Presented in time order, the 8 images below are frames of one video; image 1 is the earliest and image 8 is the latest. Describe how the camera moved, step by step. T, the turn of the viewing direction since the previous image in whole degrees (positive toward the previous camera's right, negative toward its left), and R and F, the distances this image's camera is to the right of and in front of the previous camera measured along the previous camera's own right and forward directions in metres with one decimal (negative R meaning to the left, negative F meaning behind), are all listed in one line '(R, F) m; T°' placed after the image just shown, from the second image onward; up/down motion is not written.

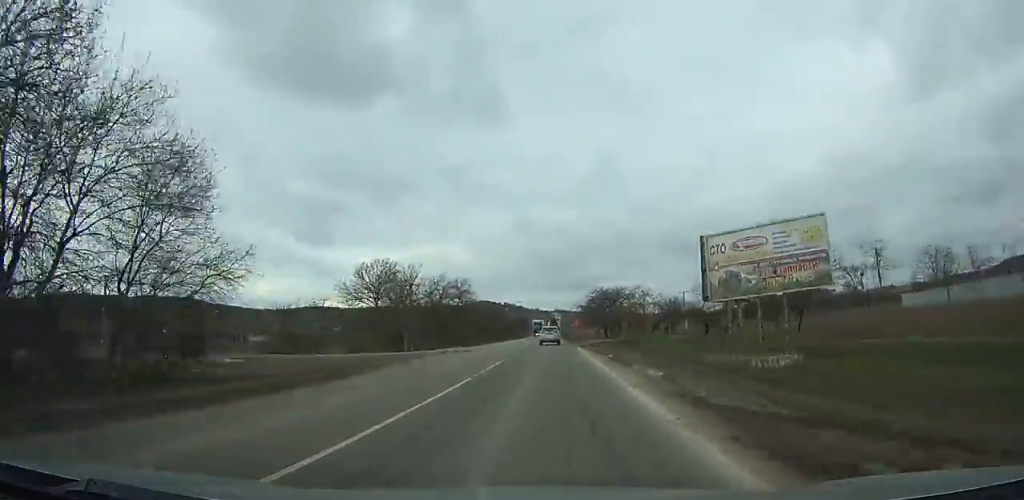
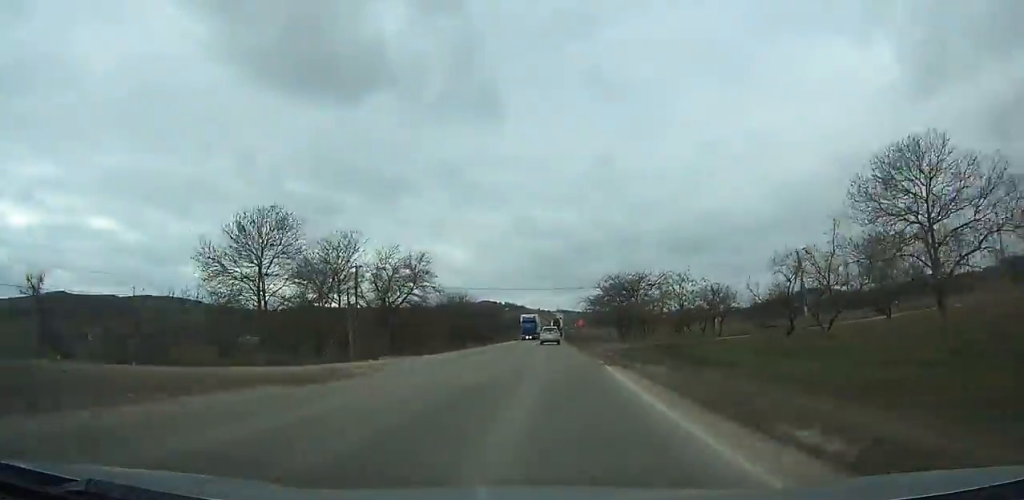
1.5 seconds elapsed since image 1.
(-0.2, +24.6) m; 0°
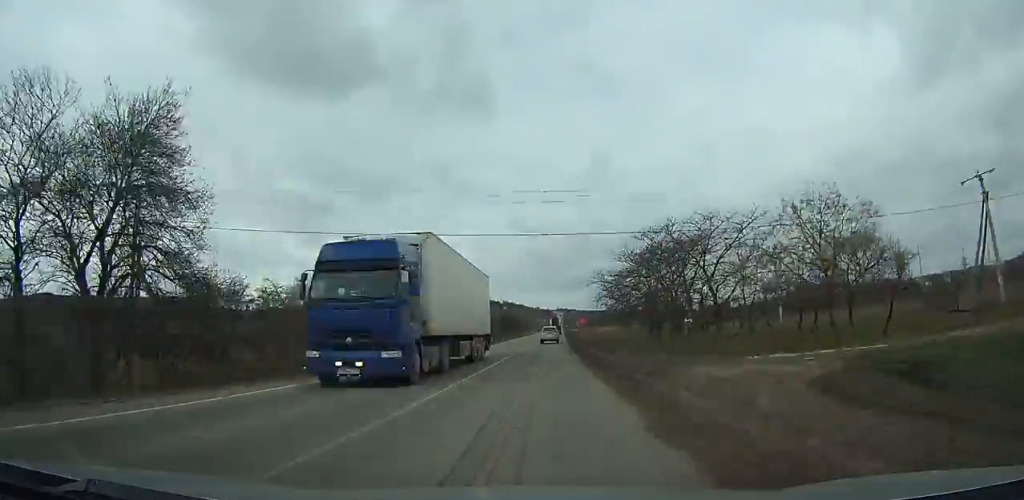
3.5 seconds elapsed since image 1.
(0.0, +34.9) m; 0°
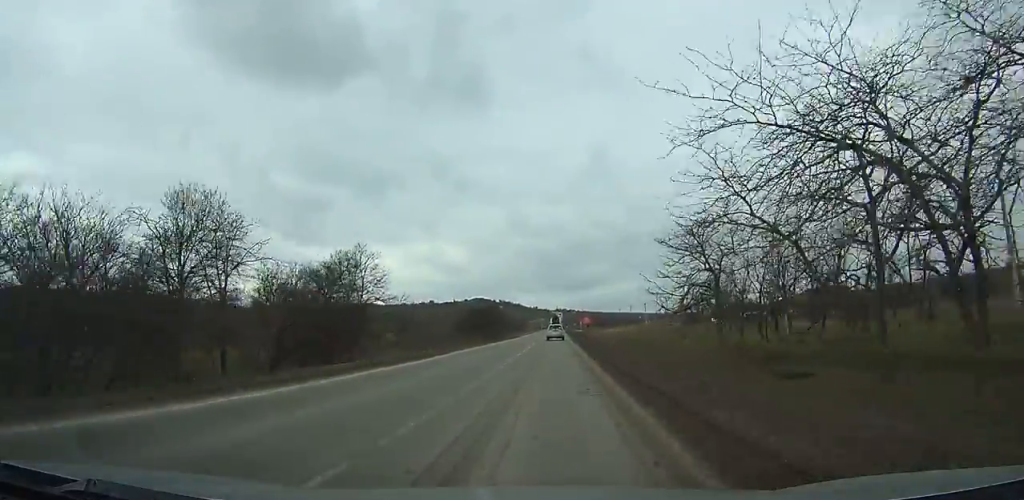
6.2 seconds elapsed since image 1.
(-0.2, +46.0) m; 0°
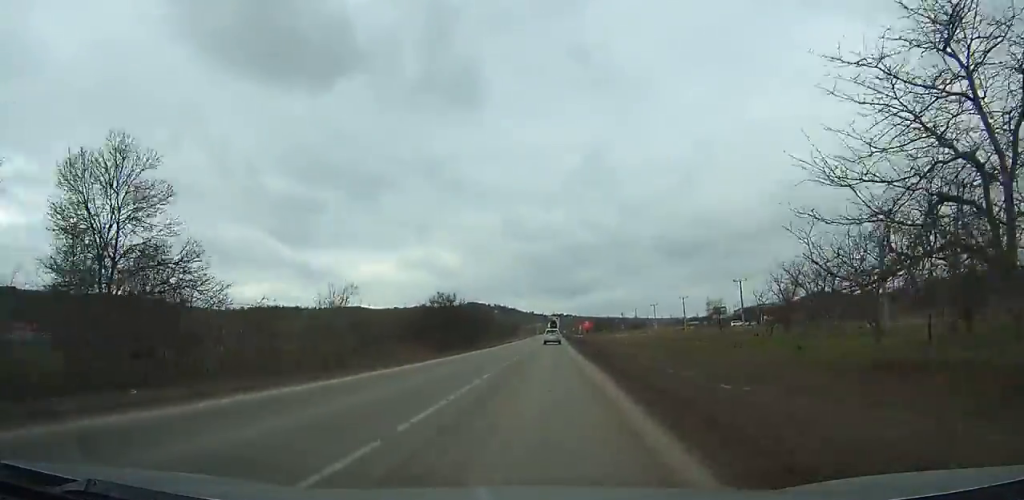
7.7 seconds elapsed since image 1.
(+0.1, +27.0) m; 0°
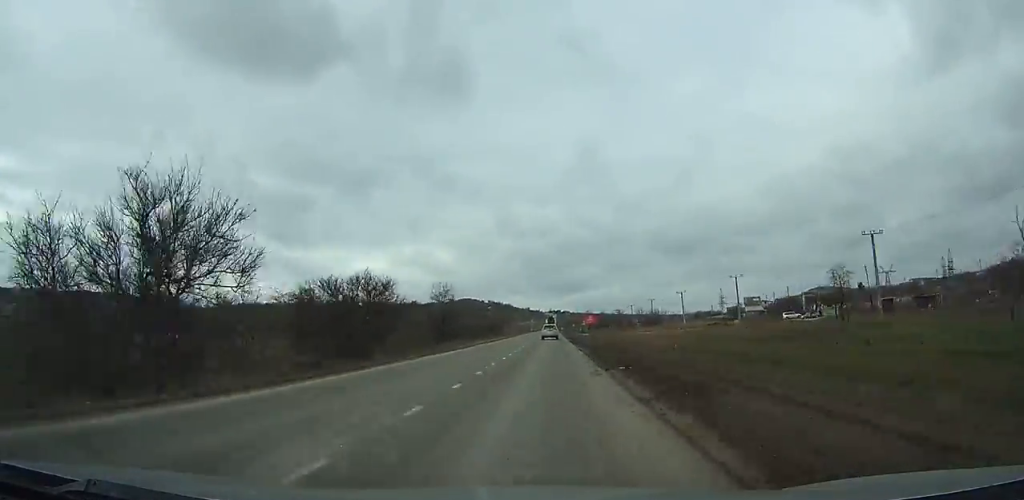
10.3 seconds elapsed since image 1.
(+0.4, +45.5) m; +1°
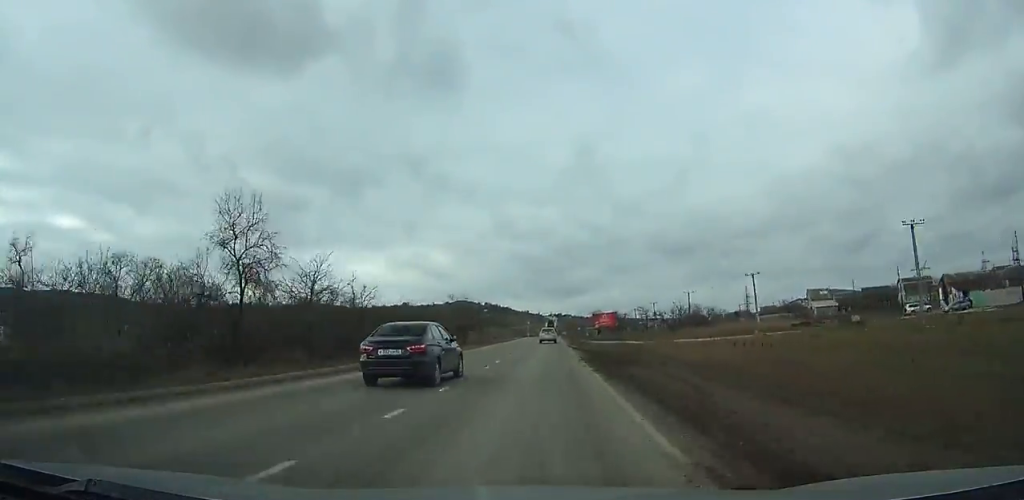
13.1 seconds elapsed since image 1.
(+0.4, +52.1) m; 0°
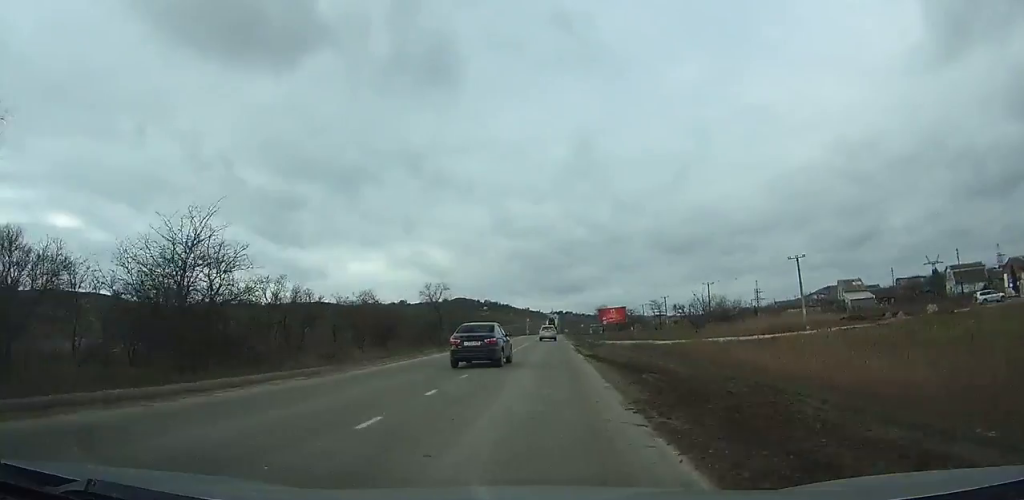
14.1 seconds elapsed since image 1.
(-0.1, +16.9) m; 0°
